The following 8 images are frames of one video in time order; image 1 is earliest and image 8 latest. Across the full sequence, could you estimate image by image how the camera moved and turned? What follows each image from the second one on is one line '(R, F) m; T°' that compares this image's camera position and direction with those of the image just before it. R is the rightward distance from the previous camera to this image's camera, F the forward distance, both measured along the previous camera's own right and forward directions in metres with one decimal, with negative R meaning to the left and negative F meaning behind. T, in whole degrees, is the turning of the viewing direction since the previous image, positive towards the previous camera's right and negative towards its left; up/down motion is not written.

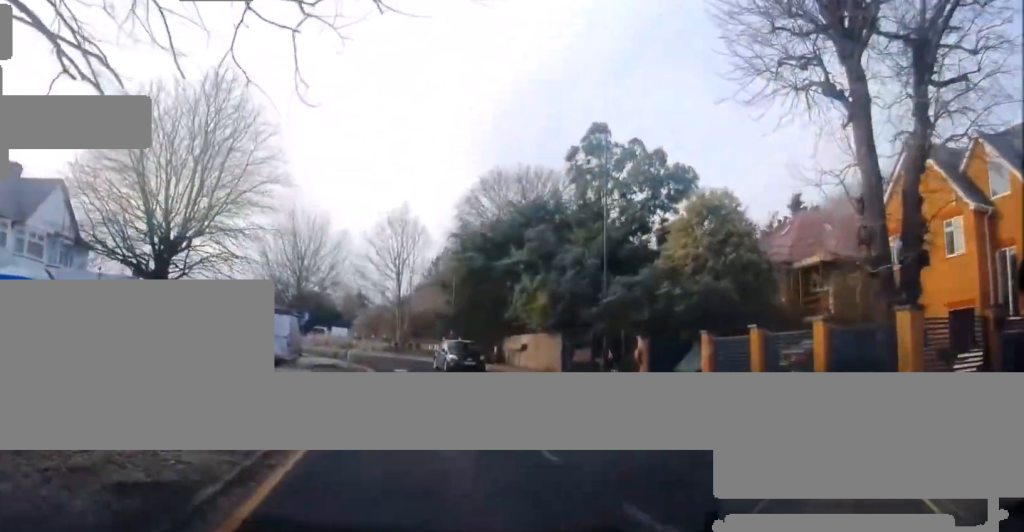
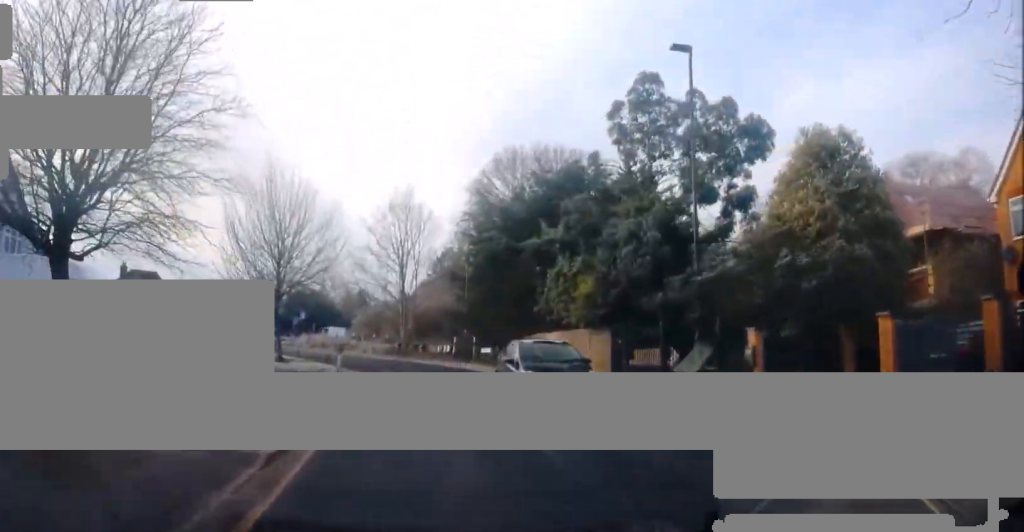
(0.0, +7.2) m; 0°
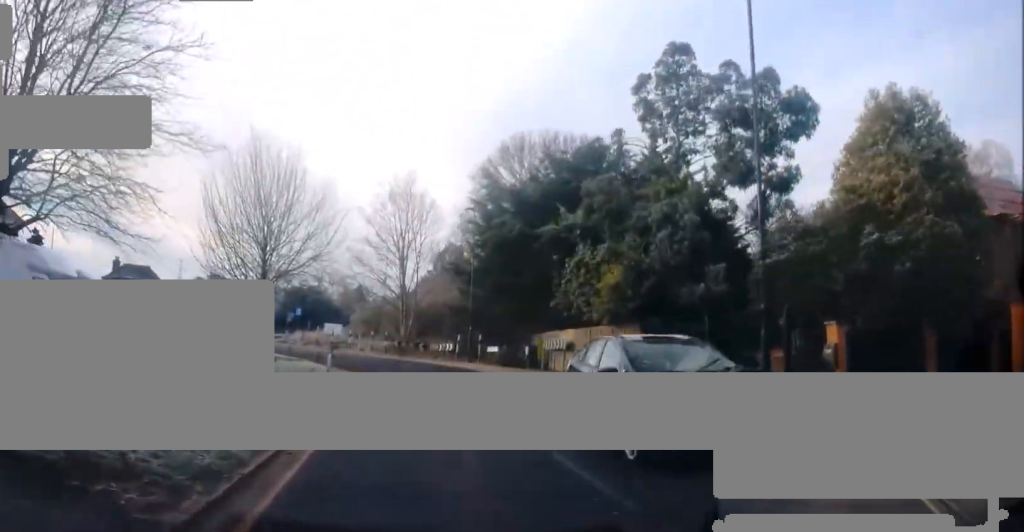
(+0.1, +3.1) m; 0°
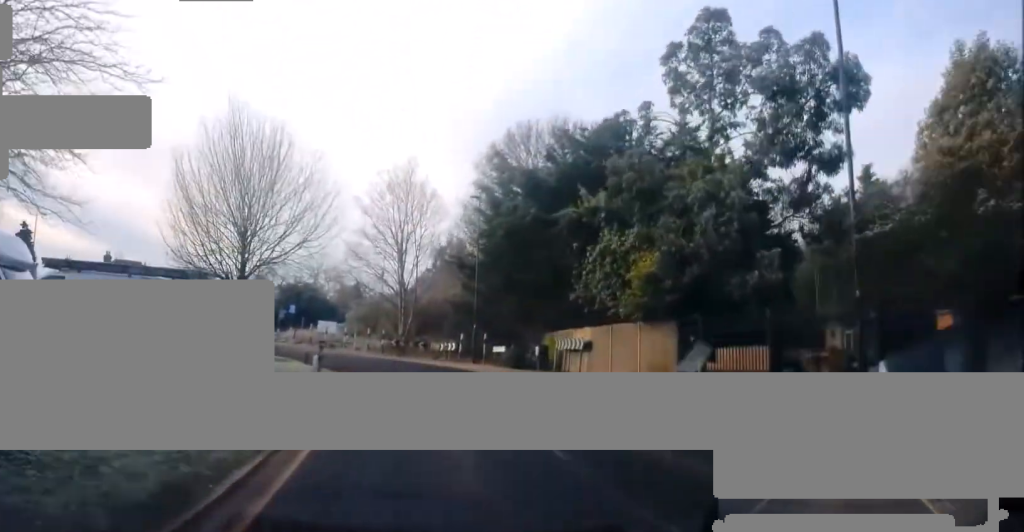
(-0.1, +2.8) m; -3°
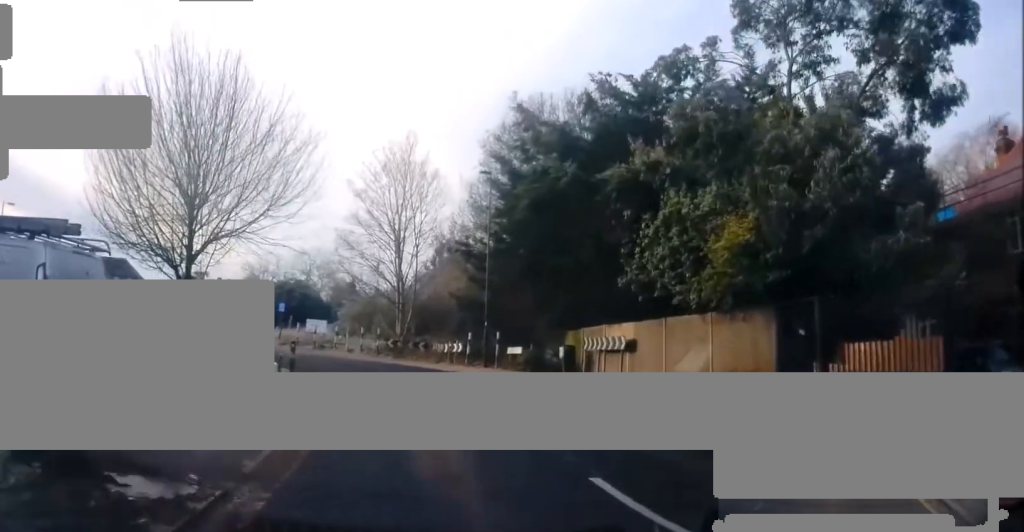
(0.0, +4.7) m; -4°
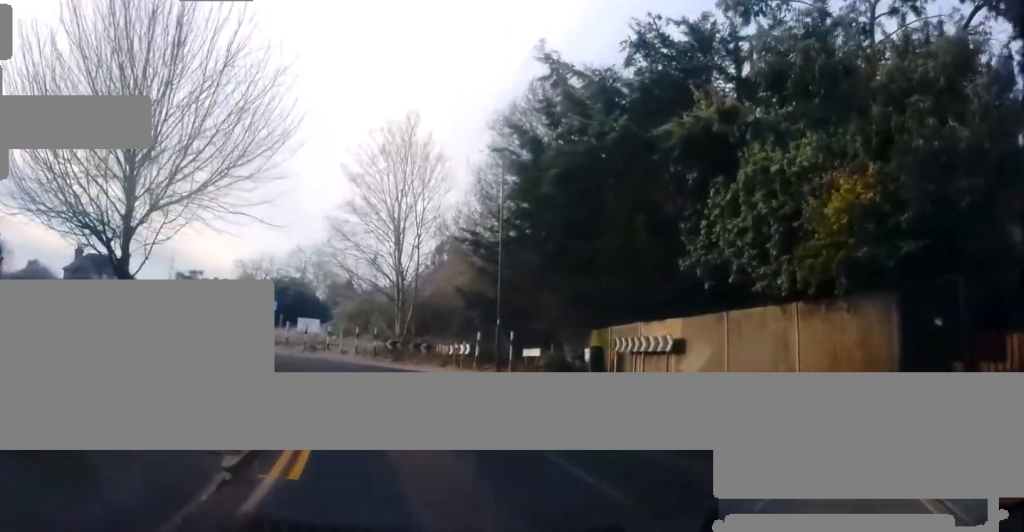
(-0.3, +3.6) m; -3°
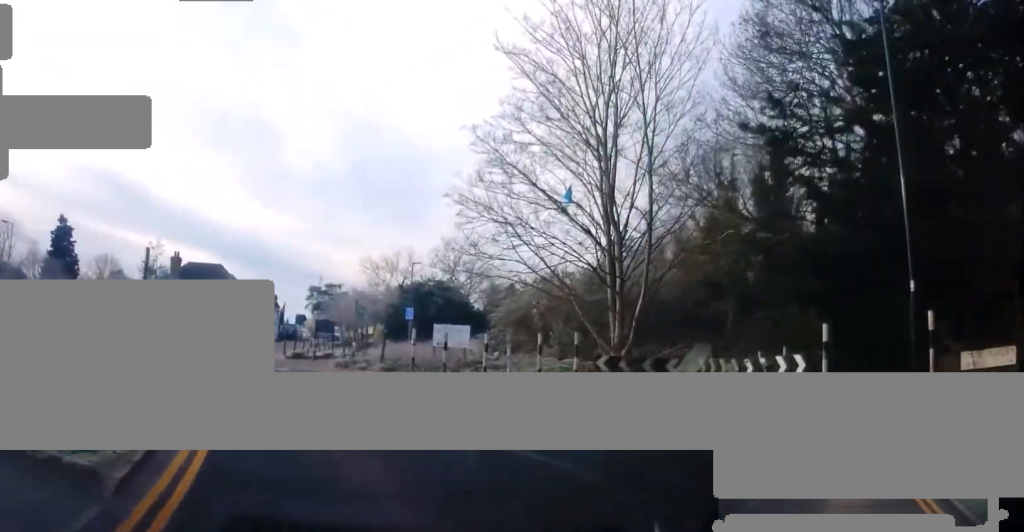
(-1.8, +15.7) m; -16°
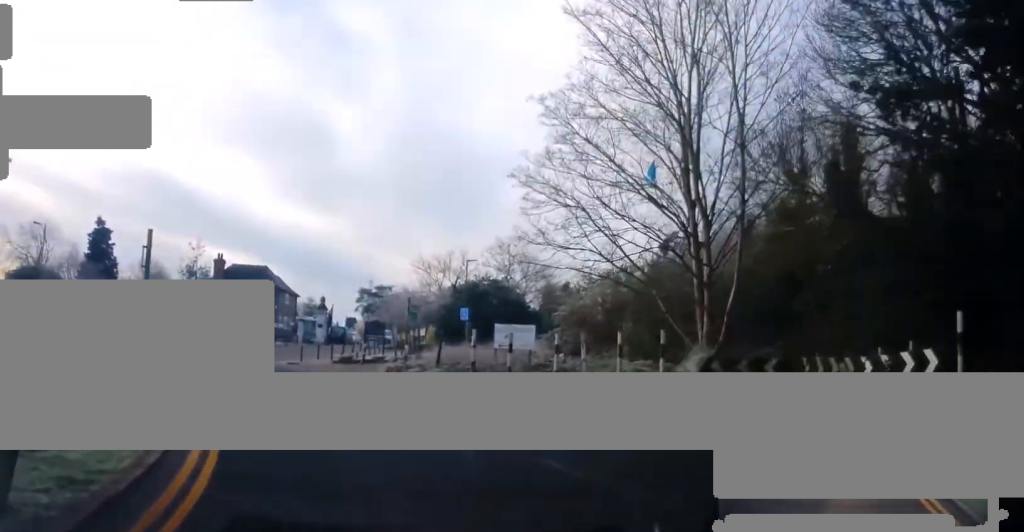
(0.0, +2.4) m; -3°
